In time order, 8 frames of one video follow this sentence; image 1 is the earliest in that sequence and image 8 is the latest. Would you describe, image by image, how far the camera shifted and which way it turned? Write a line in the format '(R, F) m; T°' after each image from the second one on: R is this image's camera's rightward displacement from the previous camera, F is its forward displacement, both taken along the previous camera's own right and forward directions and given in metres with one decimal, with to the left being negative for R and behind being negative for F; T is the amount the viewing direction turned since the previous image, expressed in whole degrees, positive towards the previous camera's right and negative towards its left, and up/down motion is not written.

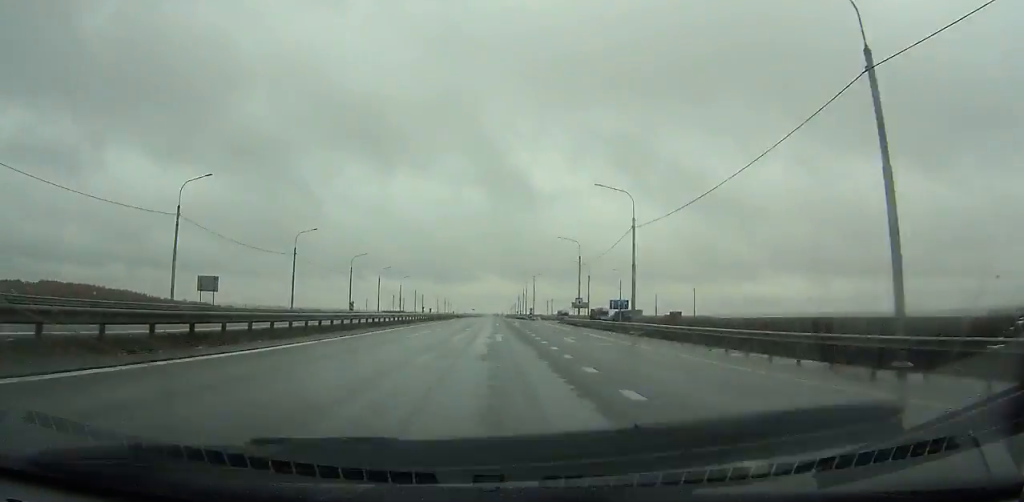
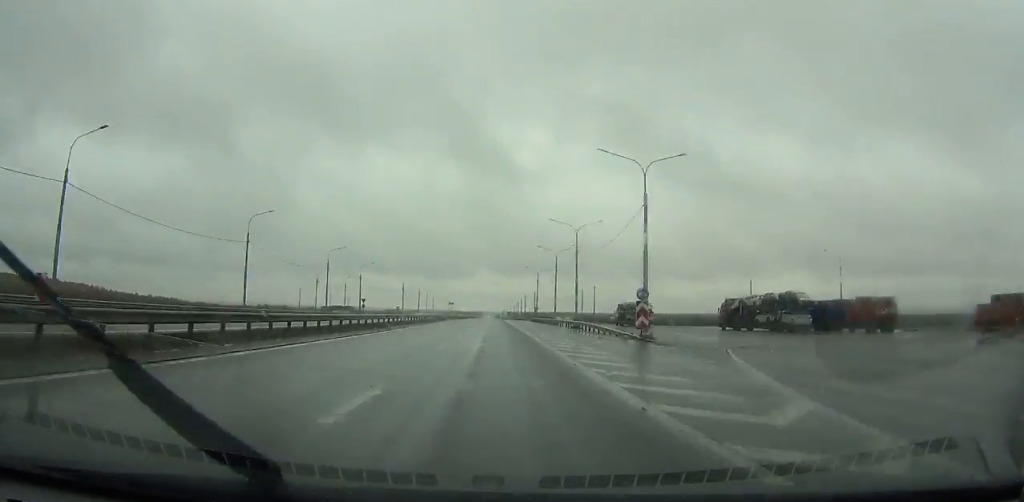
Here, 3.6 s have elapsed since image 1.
(+0.2, +103.5) m; 0°
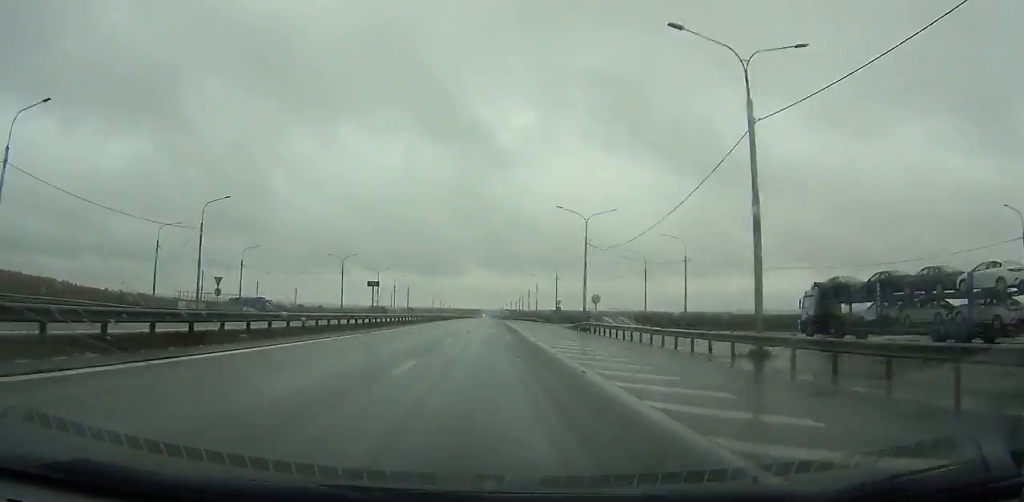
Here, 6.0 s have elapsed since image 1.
(+0.1, +69.3) m; 0°
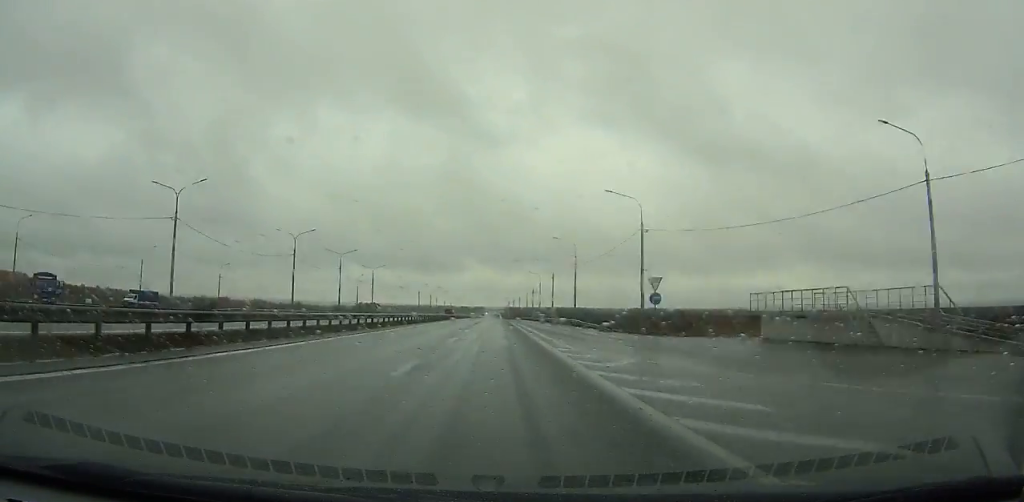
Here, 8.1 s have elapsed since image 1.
(-0.1, +60.7) m; 0°
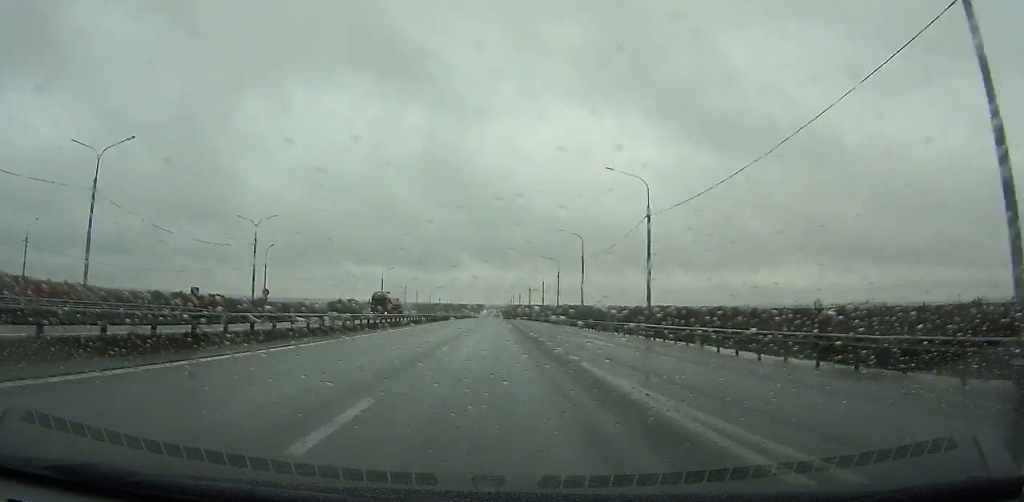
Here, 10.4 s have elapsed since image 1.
(-0.1, +66.5) m; 0°
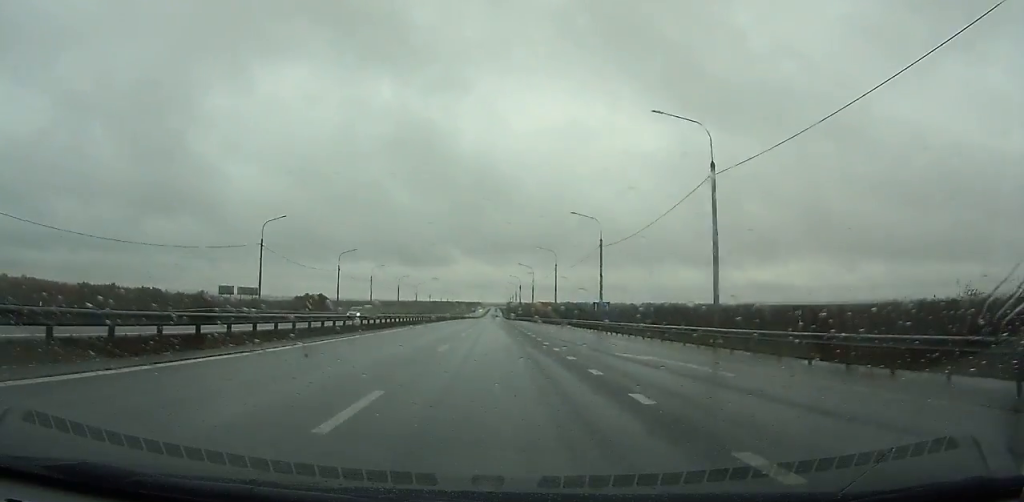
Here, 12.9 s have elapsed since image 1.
(-0.1, +72.6) m; 0°
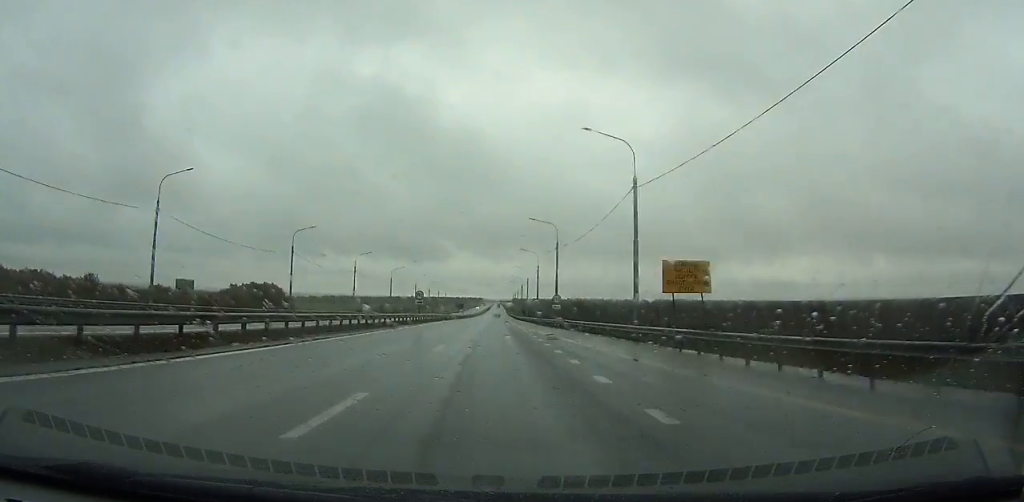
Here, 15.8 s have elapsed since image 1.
(+0.1, +85.2) m; 0°
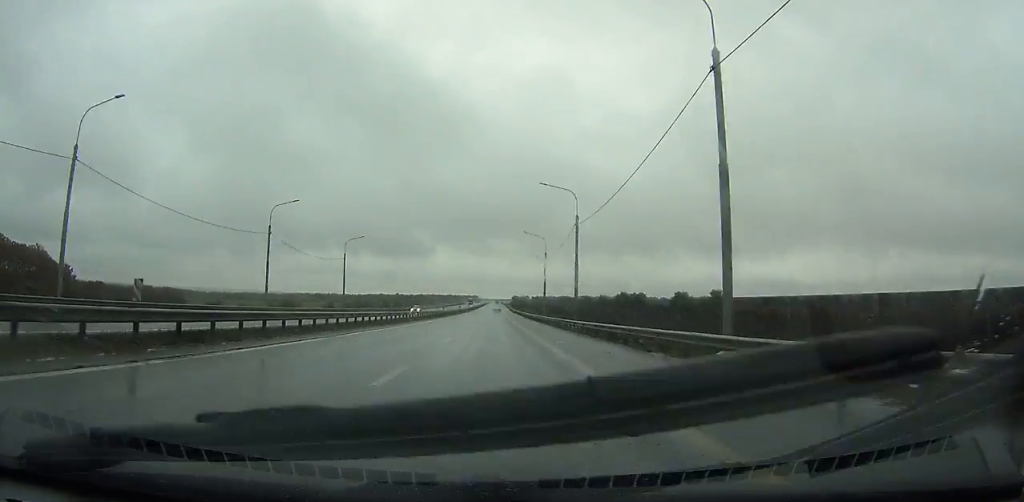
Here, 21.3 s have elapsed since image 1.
(-0.4, +165.4) m; 0°
